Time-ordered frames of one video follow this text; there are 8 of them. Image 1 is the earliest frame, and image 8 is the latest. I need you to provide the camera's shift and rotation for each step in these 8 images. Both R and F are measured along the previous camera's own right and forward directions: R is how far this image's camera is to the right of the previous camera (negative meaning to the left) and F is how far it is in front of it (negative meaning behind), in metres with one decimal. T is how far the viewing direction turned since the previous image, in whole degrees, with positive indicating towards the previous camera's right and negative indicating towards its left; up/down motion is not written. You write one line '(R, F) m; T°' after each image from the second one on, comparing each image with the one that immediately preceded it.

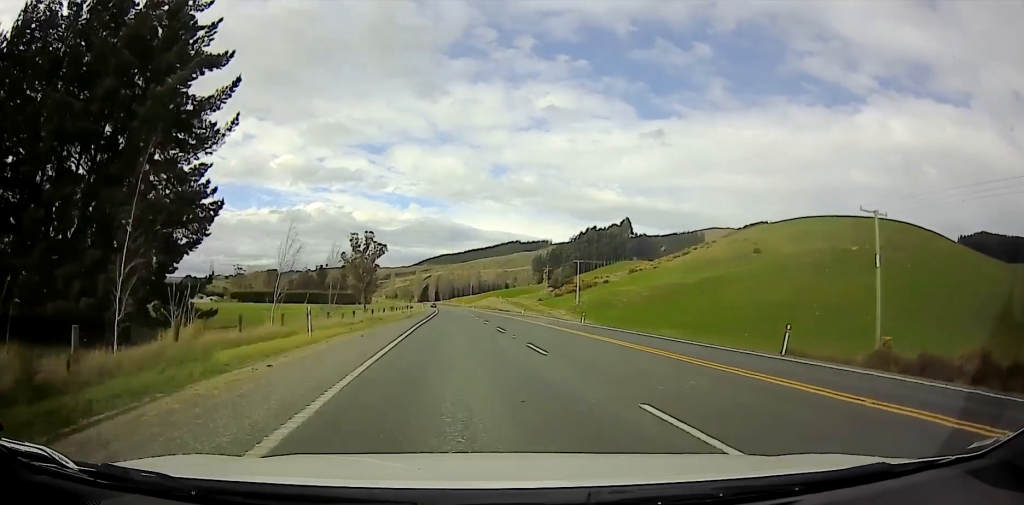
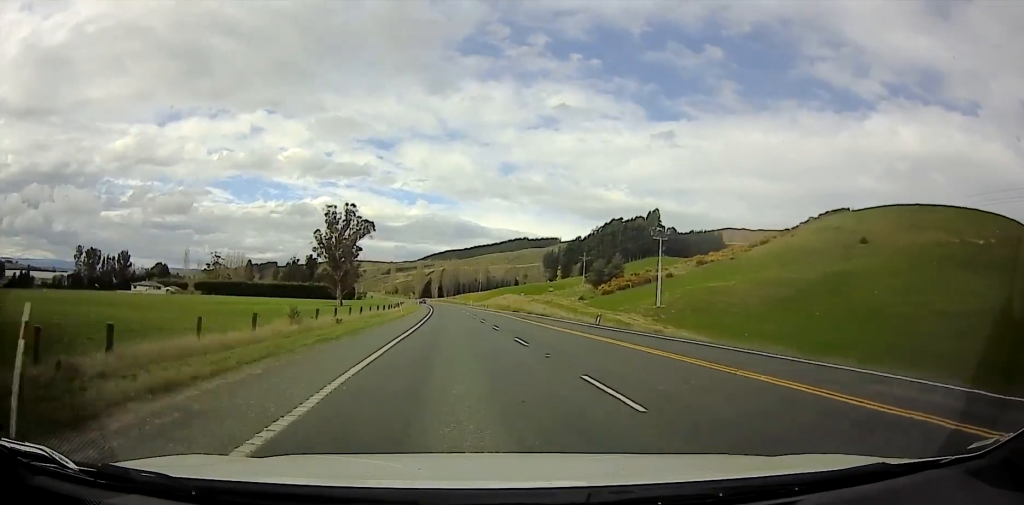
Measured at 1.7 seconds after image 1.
(+1.1, +38.5) m; +2°
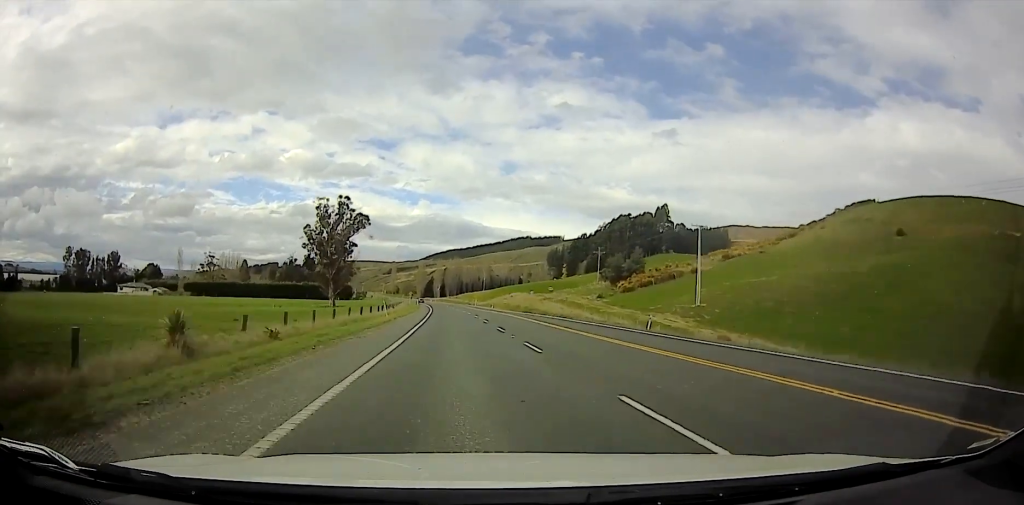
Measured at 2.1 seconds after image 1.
(-0.1, +12.1) m; 0°
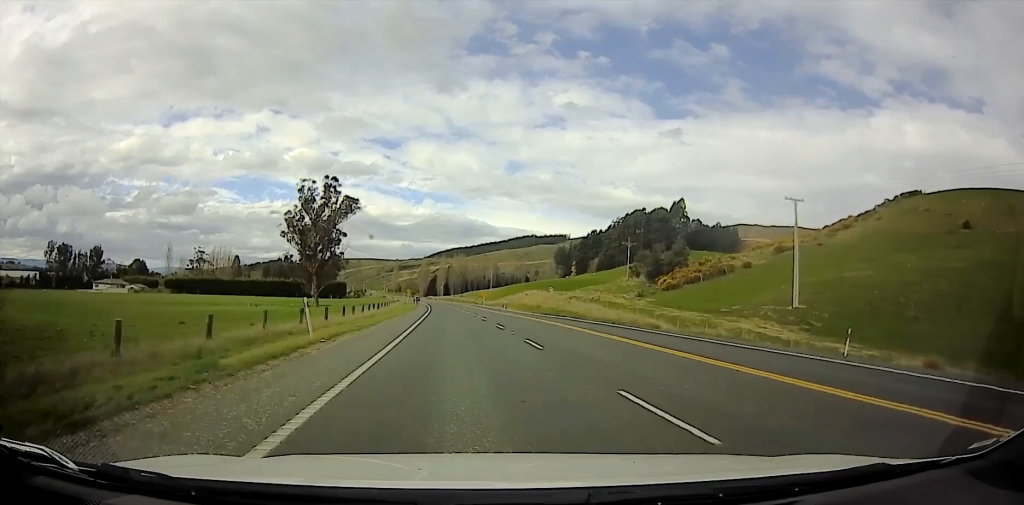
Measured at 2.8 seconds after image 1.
(-0.2, +22.2) m; -1°
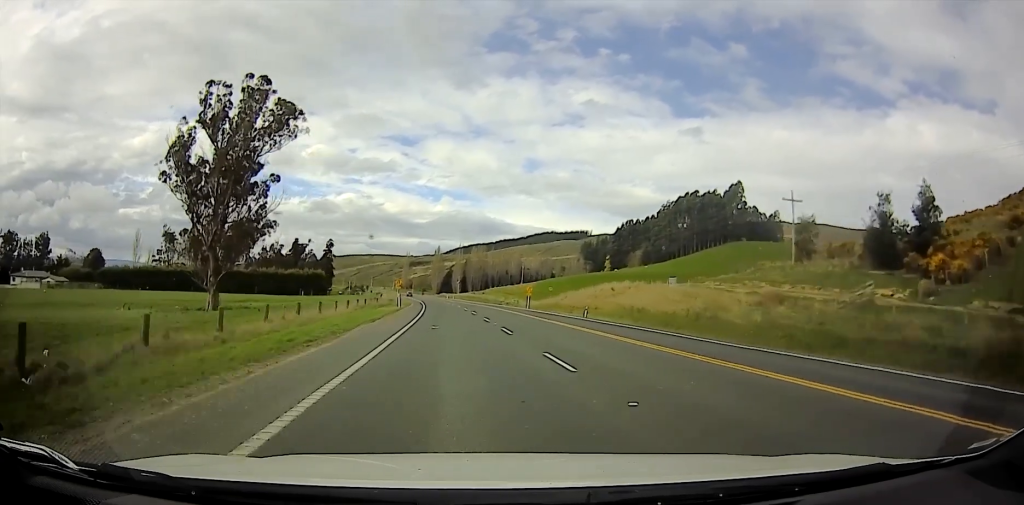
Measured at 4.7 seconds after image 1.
(-0.5, +71.8) m; -1°
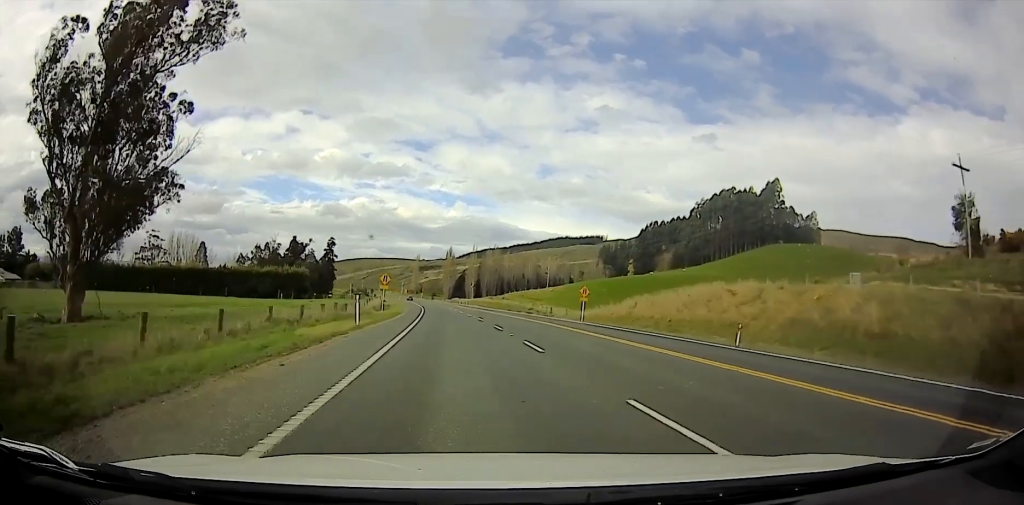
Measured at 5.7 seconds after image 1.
(-0.1, +31.1) m; 0°
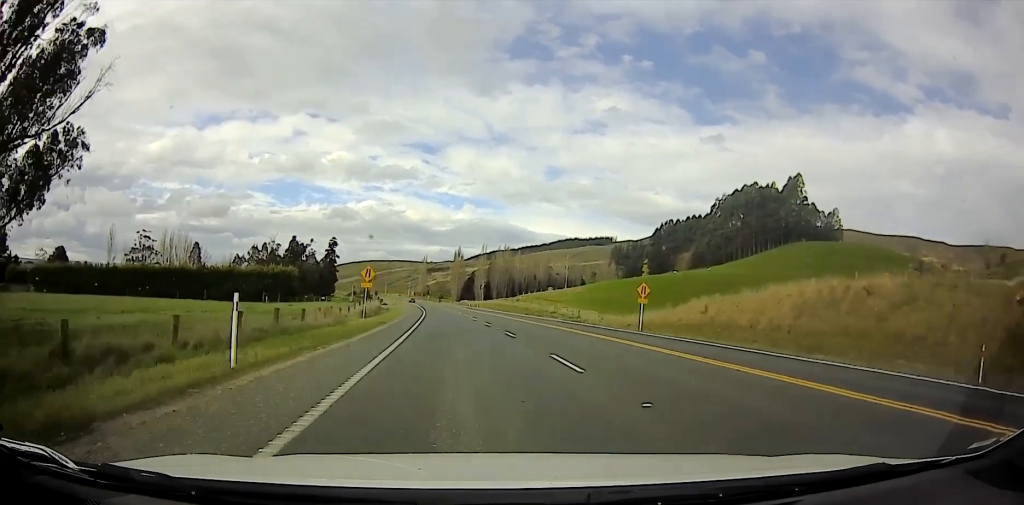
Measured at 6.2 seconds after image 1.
(0.0, +14.9) m; 0°
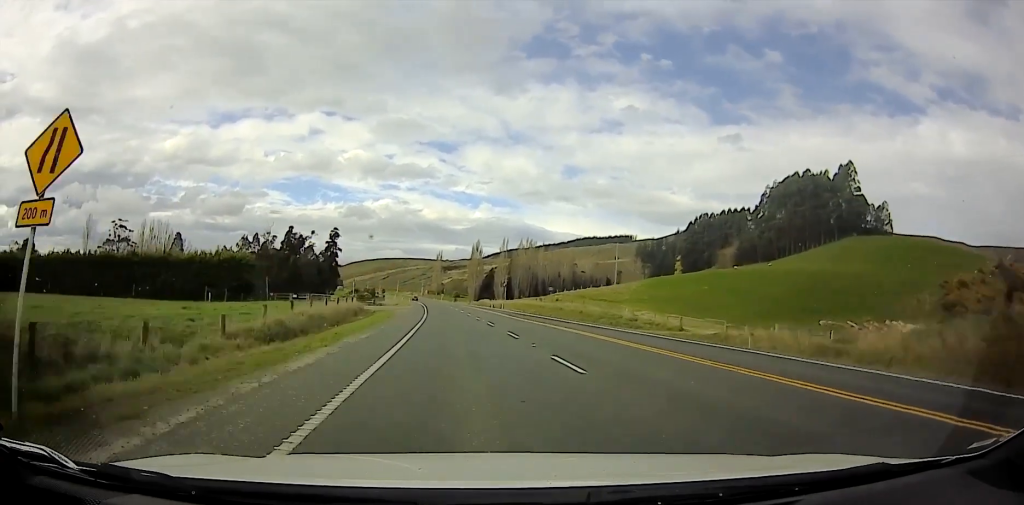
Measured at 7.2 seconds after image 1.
(0.0, +28.5) m; 0°
